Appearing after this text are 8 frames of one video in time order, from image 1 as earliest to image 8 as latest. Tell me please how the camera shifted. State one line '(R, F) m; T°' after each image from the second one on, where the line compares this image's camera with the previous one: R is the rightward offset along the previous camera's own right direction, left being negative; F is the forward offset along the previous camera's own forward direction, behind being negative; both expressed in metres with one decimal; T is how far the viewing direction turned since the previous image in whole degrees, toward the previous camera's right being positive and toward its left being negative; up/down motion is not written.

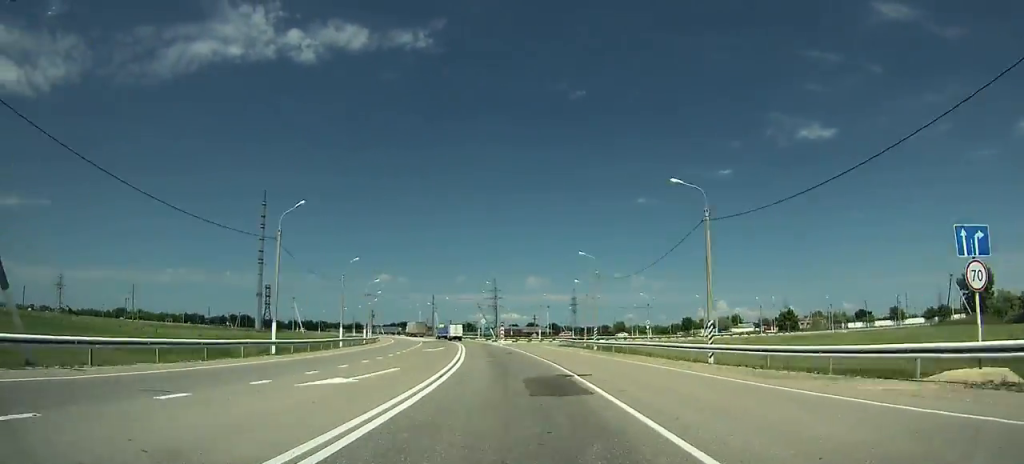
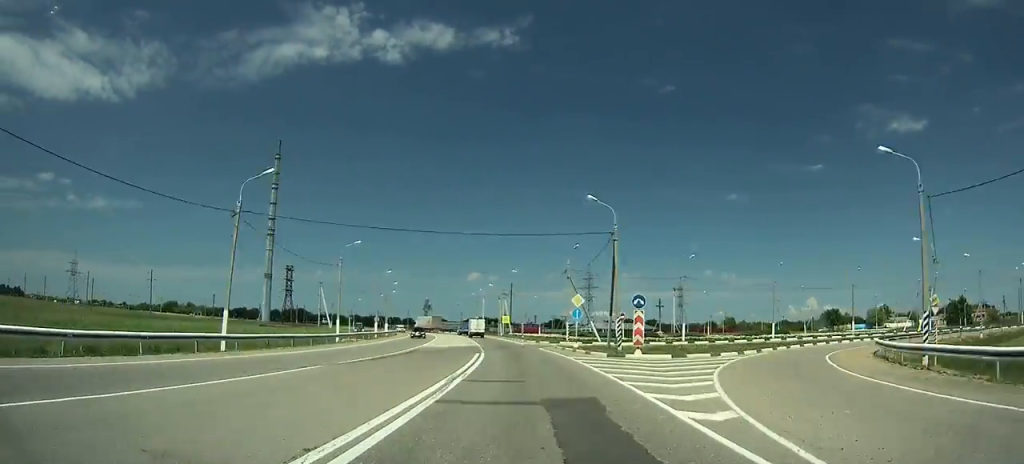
(-5.1, +58.0) m; -9°
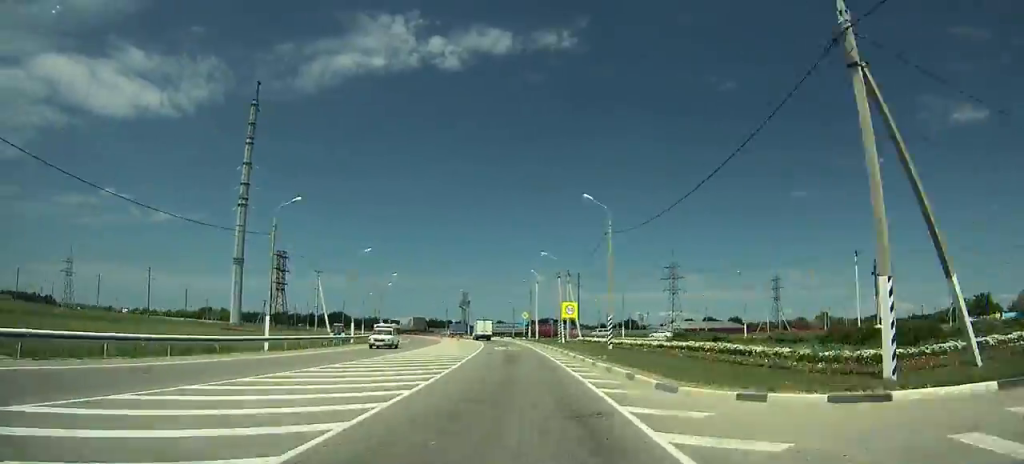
(-2.8, +48.6) m; -6°
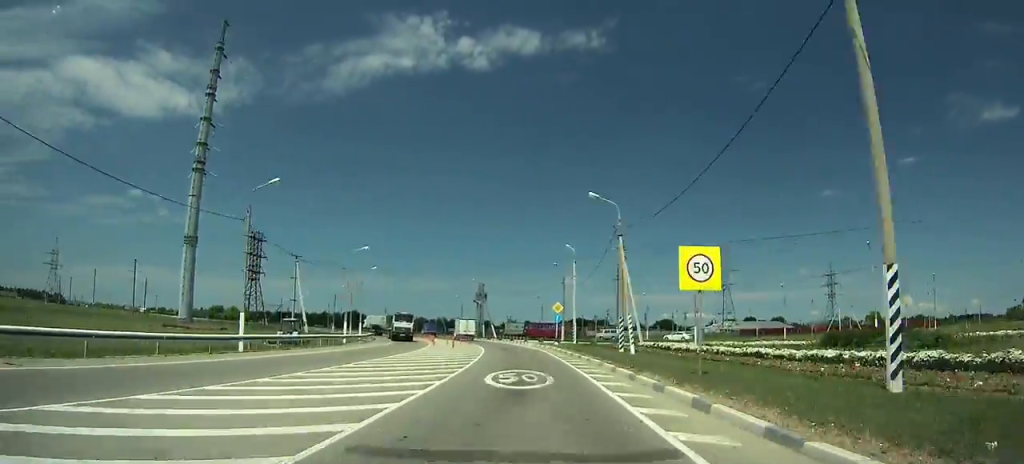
(-0.2, +27.4) m; -3°
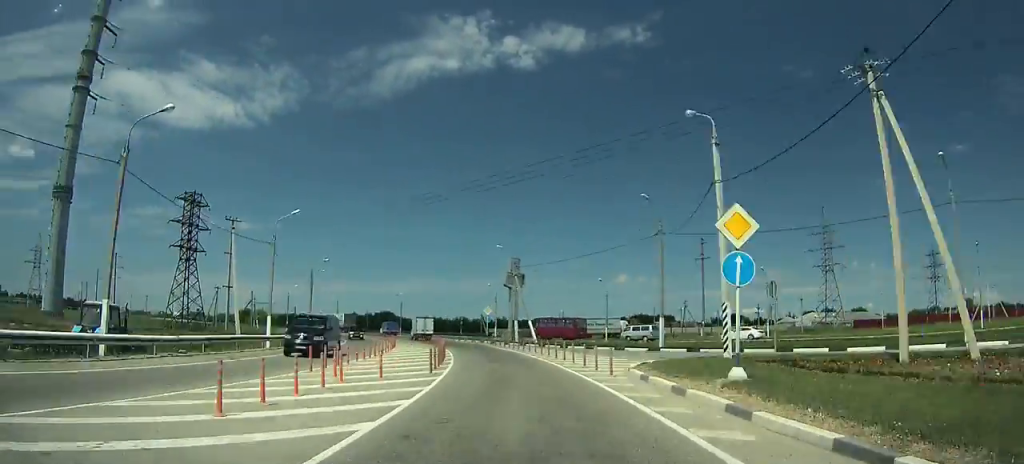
(-1.8, +37.2) m; -7°
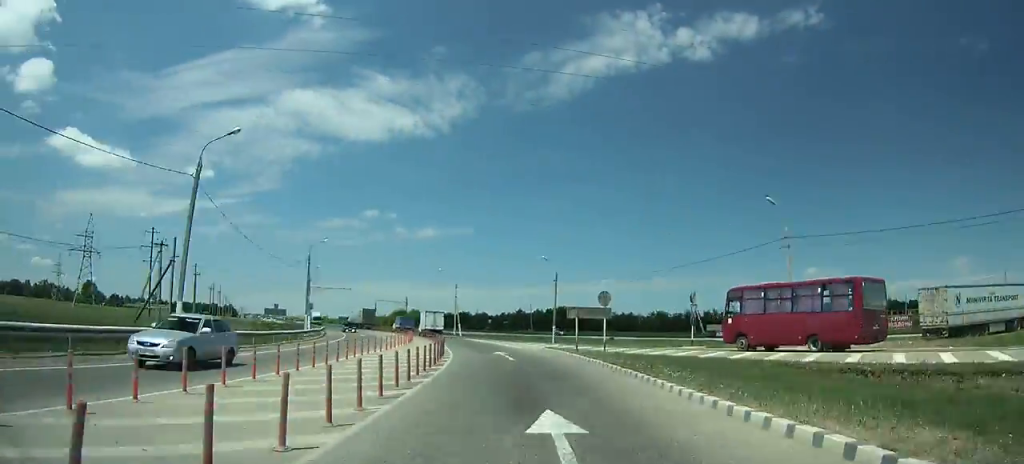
(-9.4, +65.9) m; -18°
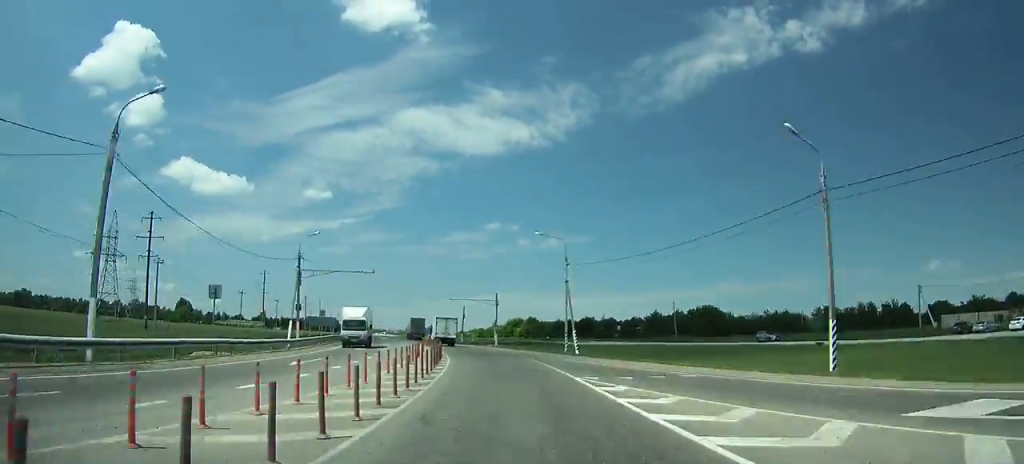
(-3.5, +39.7) m; -11°
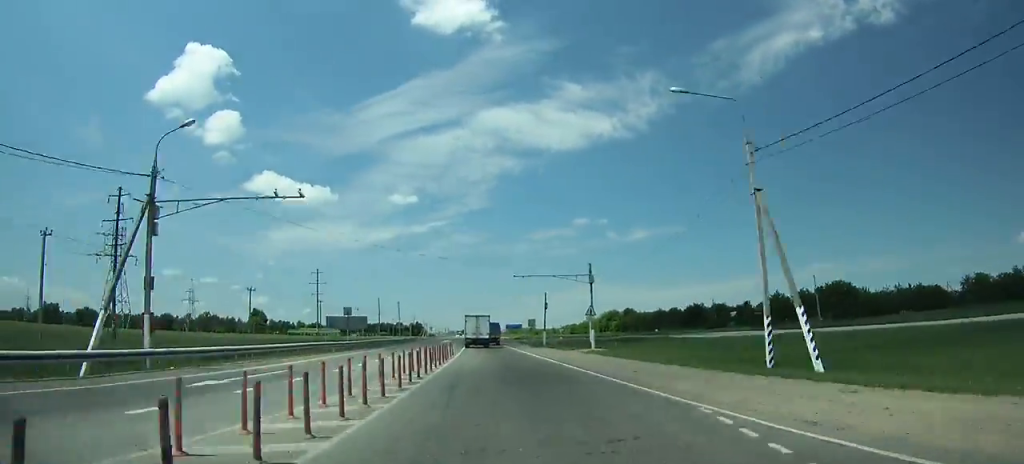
(-3.1, +28.0) m; -6°
